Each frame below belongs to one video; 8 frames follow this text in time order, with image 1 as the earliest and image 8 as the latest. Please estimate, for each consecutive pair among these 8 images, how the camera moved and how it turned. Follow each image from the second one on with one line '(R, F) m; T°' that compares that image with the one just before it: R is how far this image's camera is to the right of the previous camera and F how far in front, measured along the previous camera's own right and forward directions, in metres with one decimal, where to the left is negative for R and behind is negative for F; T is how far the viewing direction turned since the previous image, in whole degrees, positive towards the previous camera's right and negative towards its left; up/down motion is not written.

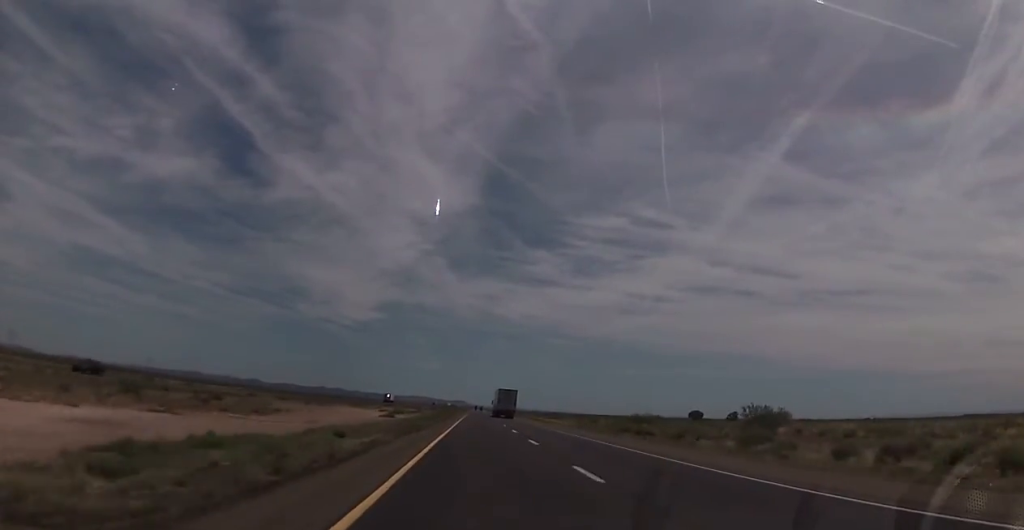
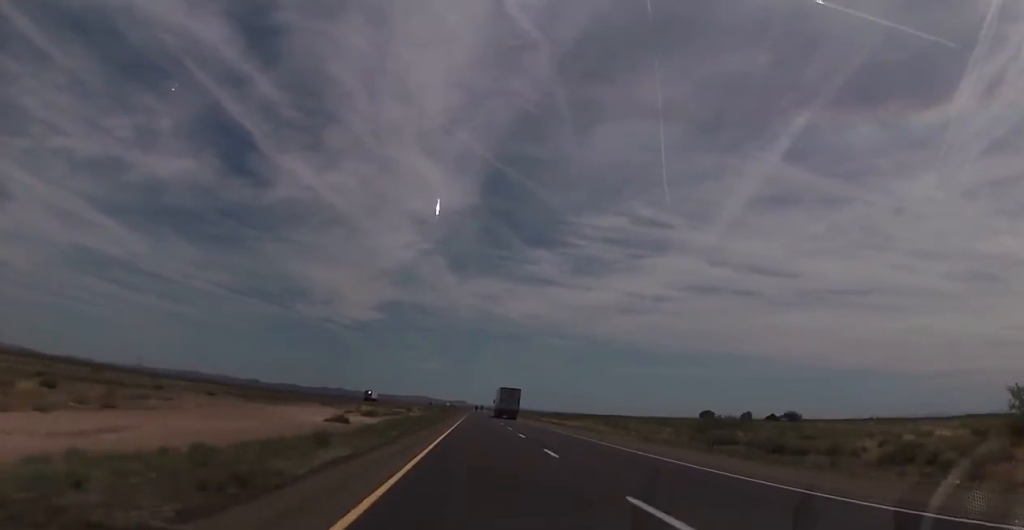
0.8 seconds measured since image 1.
(+0.3, +30.1) m; 0°
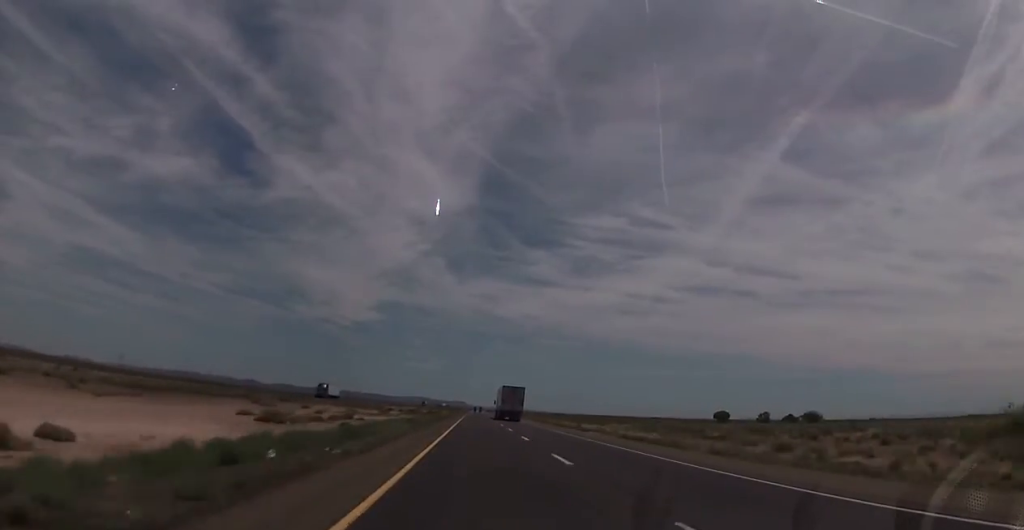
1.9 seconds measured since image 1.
(-0.3, +39.7) m; -1°
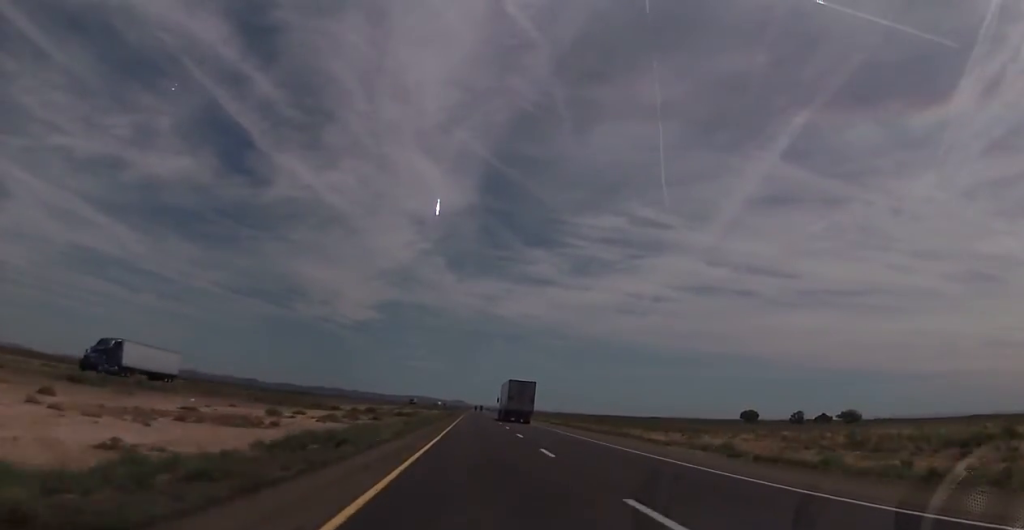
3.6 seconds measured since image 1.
(+0.4, +58.9) m; +1°
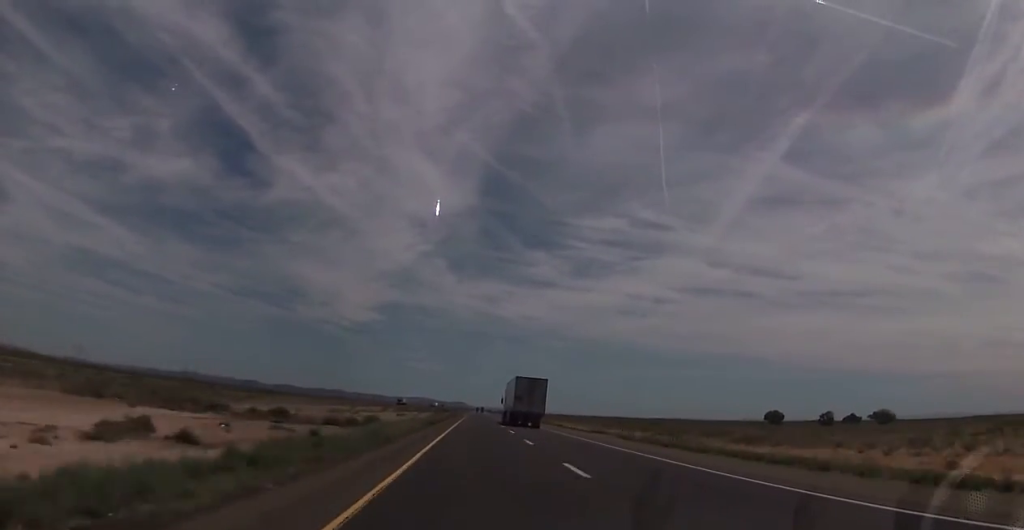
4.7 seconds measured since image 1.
(-0.1, +42.2) m; -1°
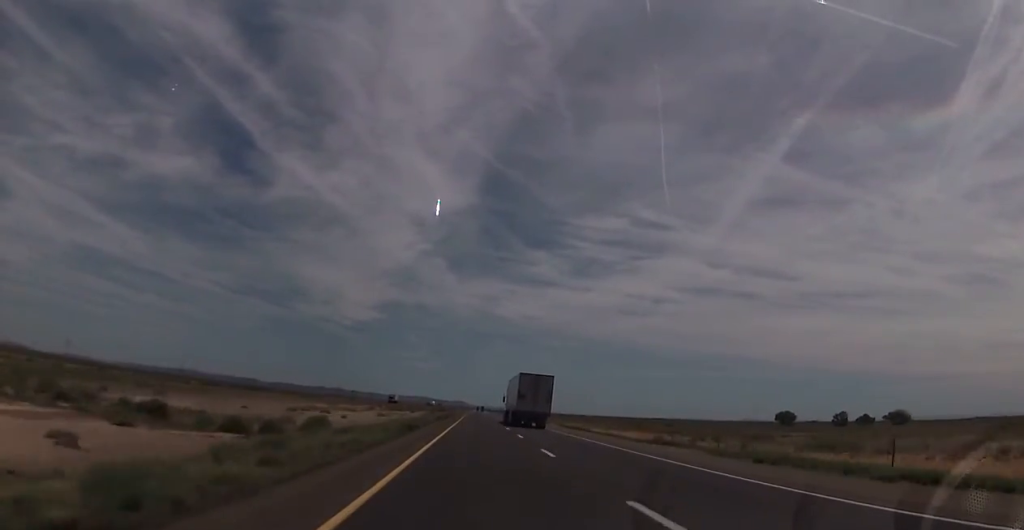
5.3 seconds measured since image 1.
(-0.1, +19.3) m; 0°
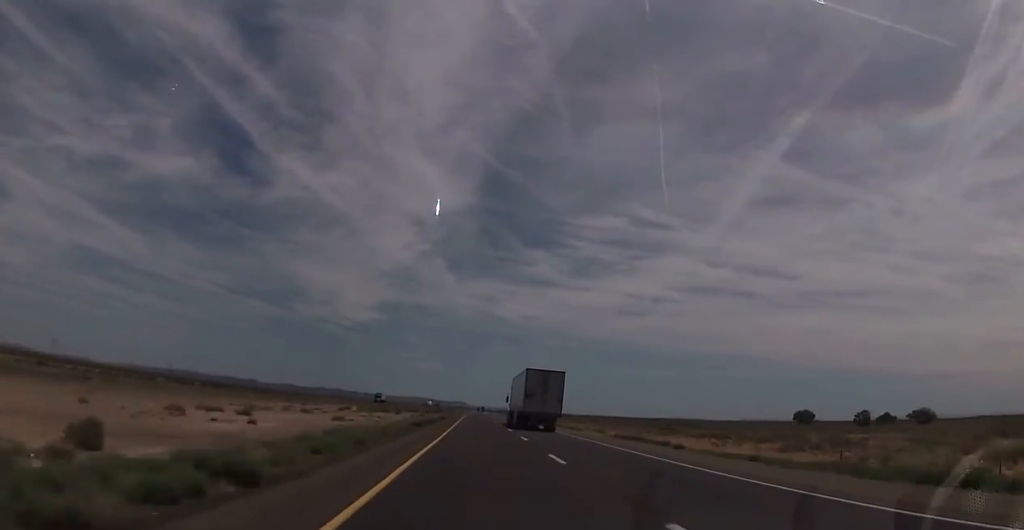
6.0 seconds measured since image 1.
(0.0, +26.6) m; +1°
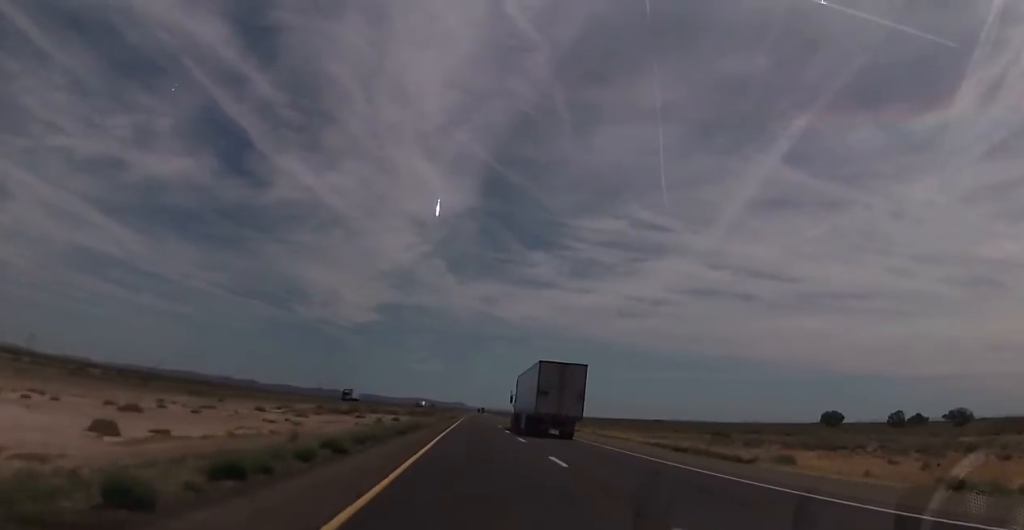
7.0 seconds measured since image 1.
(+0.5, +37.4) m; 0°
